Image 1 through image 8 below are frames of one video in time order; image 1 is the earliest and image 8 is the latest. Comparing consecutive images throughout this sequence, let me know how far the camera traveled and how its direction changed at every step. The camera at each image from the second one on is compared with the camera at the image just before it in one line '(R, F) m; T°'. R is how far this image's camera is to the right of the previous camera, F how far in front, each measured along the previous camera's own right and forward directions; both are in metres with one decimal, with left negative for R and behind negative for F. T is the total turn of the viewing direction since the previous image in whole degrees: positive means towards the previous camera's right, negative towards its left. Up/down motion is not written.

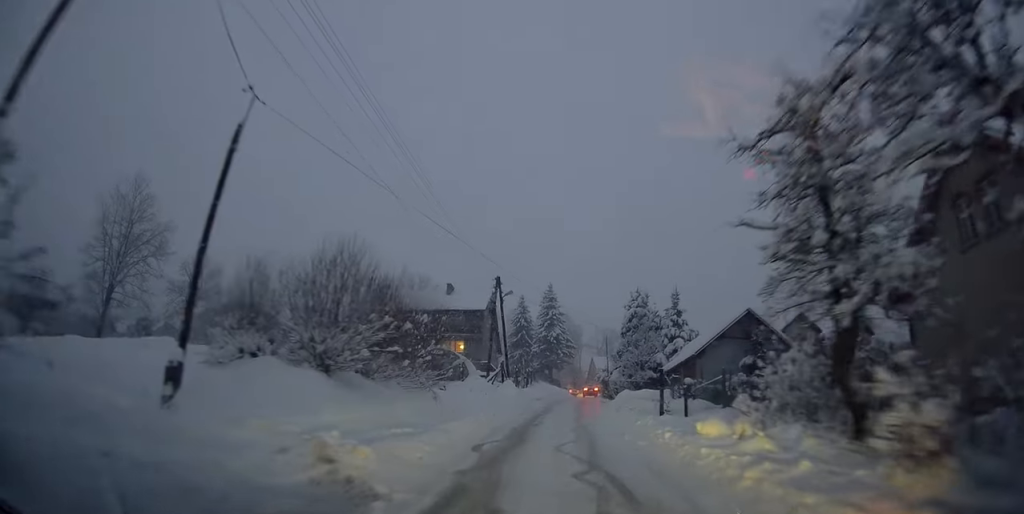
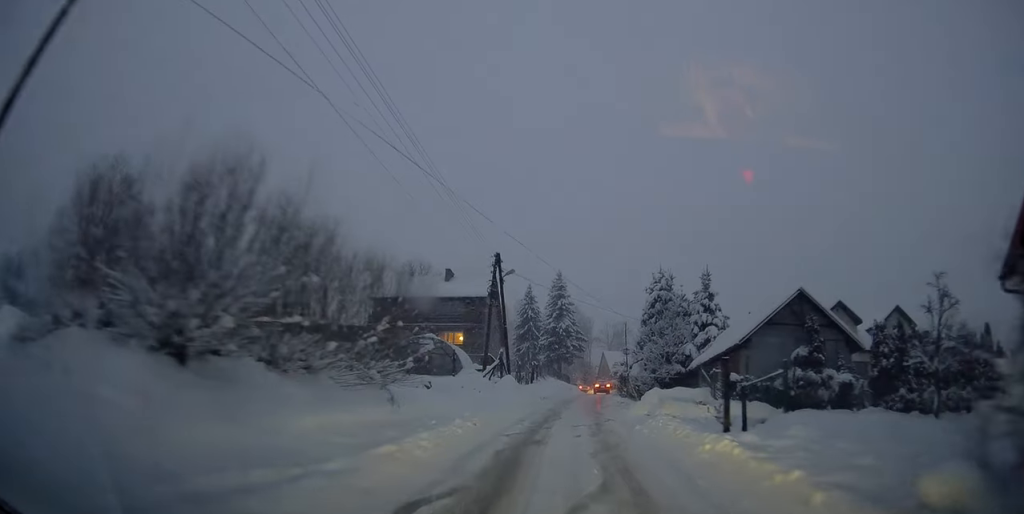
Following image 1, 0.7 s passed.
(0.0, +6.4) m; 0°
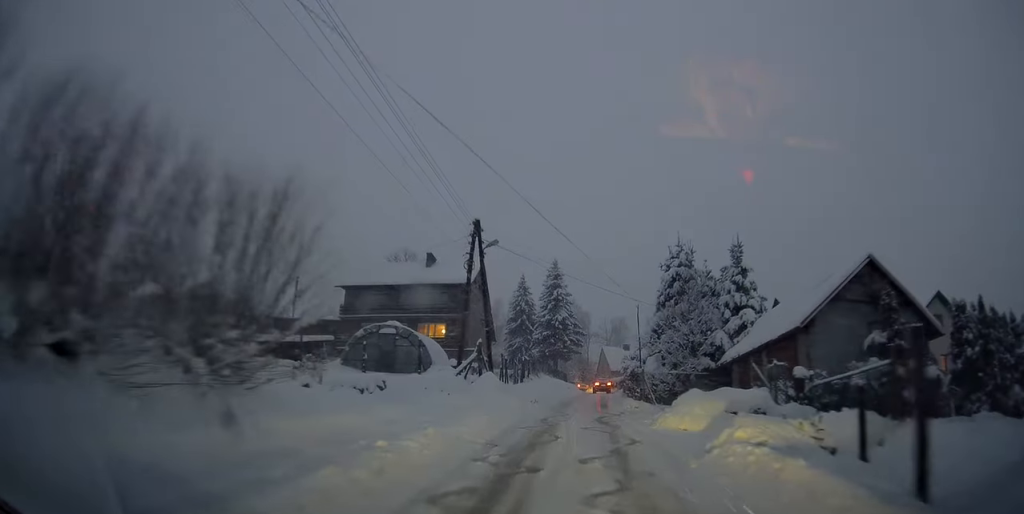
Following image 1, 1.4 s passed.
(0.0, +7.2) m; 0°
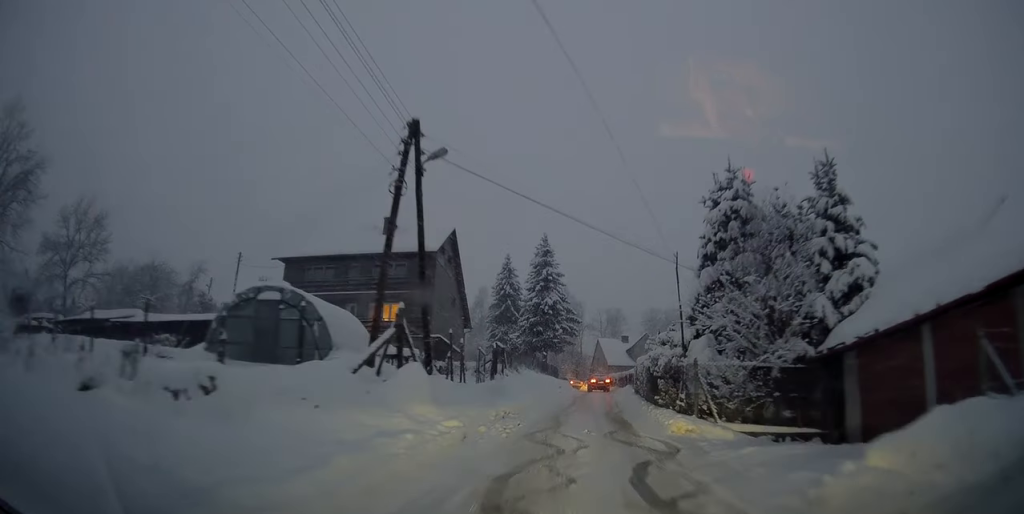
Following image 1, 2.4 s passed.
(0.0, +11.0) m; 0°
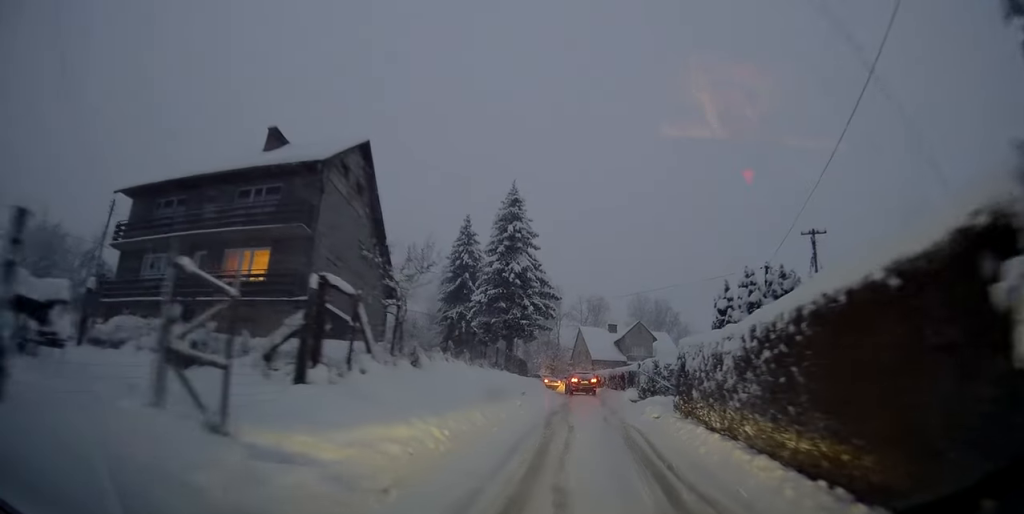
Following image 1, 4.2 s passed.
(-0.1, +16.2) m; -1°
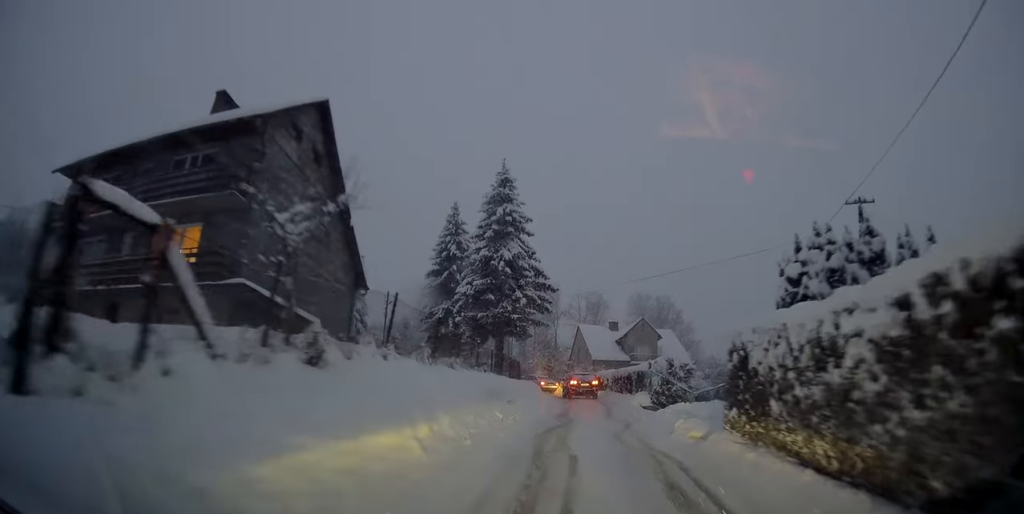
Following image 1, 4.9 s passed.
(0.0, +4.9) m; -1°
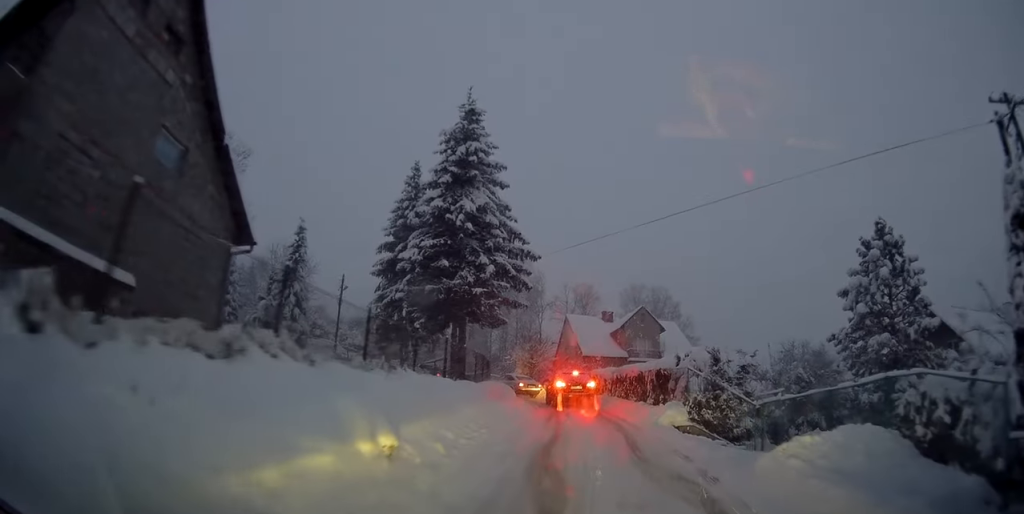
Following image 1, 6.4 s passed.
(-0.2, +9.8) m; -3°
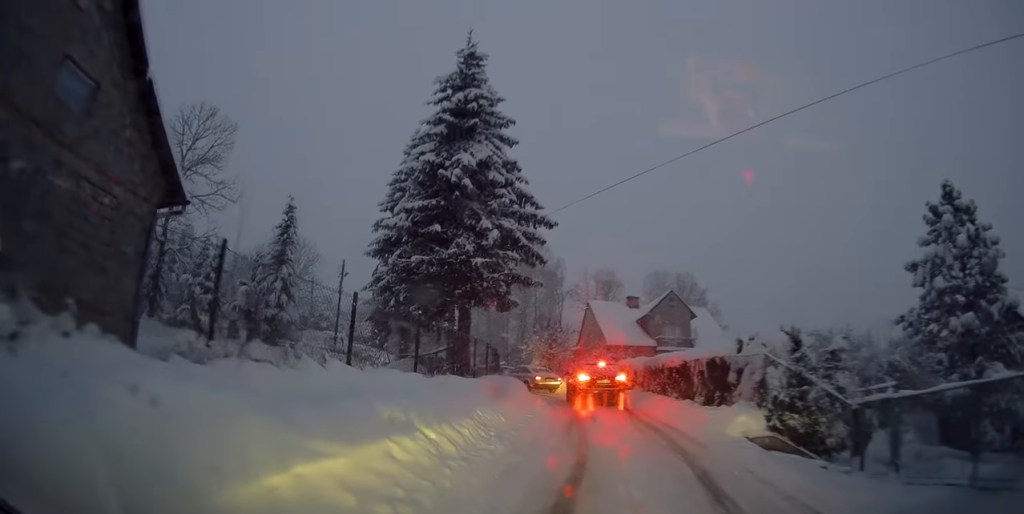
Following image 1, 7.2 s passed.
(-0.1, +4.5) m; +3°
